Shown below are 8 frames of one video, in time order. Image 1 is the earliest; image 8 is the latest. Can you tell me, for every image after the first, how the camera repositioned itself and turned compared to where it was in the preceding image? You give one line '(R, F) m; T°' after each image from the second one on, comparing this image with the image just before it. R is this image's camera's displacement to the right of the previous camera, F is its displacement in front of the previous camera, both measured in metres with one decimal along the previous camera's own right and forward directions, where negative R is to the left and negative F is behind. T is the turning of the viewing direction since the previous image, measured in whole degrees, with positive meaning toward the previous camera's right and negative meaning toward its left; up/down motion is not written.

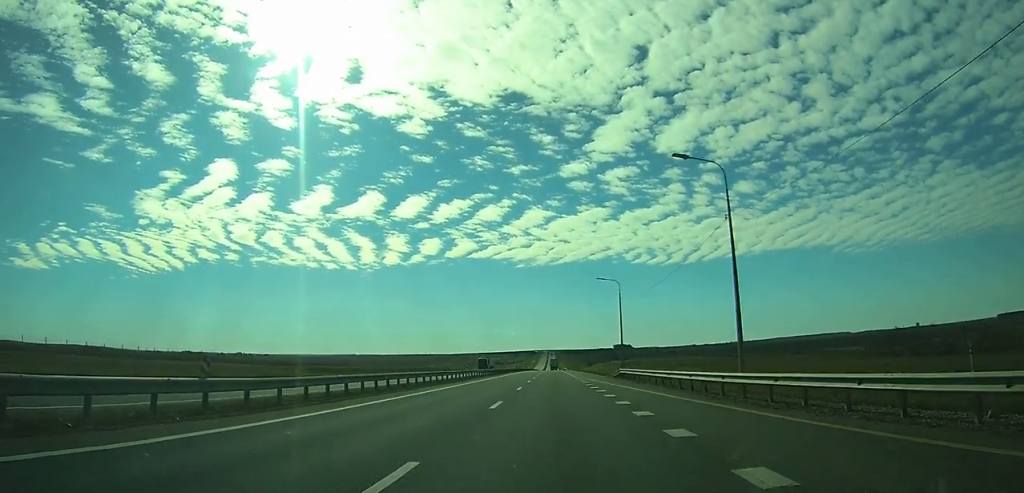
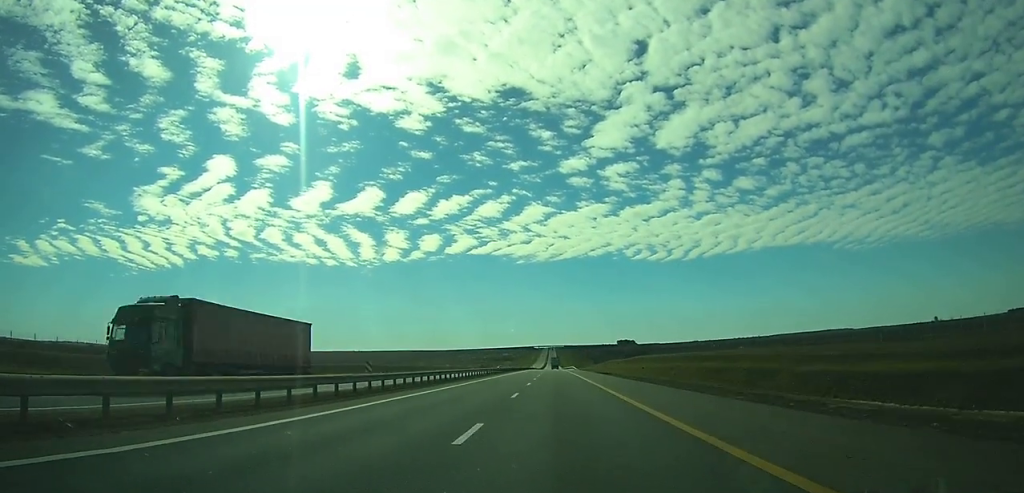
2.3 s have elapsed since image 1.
(+0.1, +67.2) m; 0°
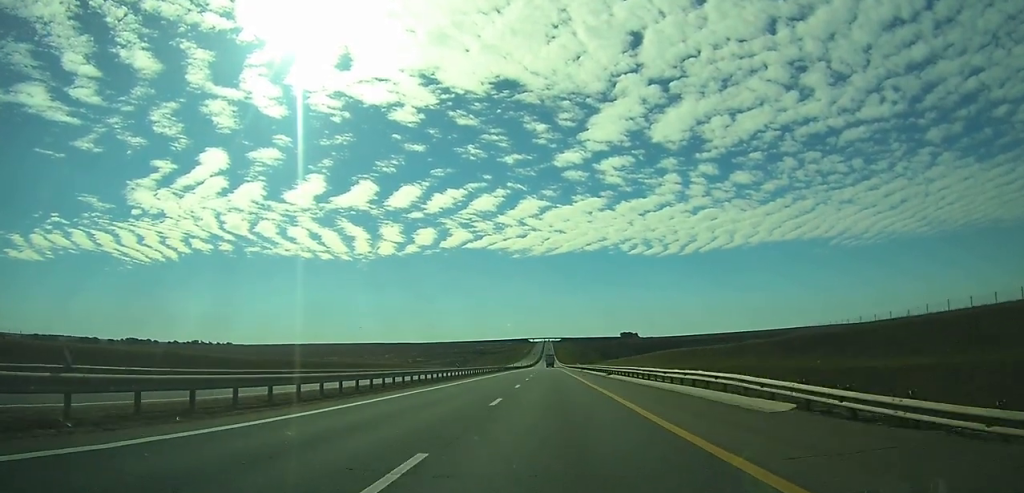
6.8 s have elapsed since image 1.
(+0.4, +135.4) m; 0°
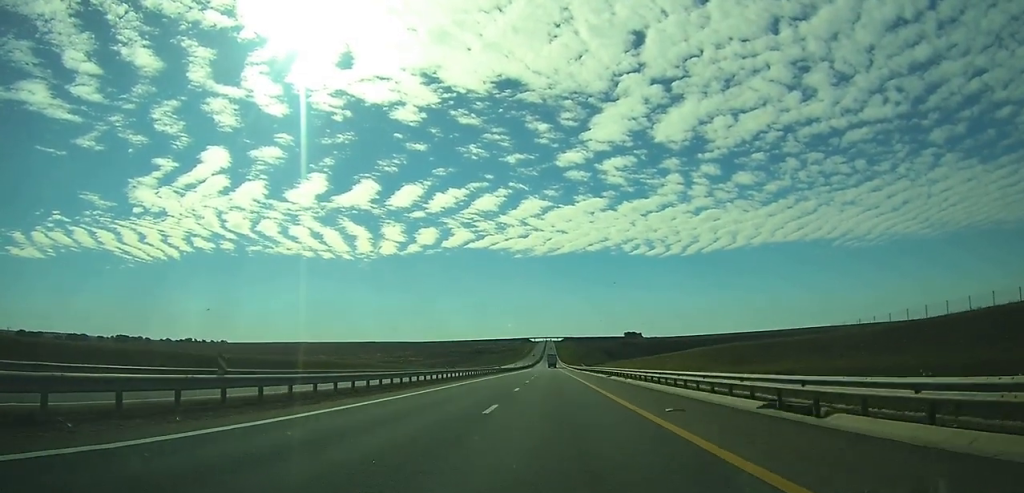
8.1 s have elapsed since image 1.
(0.0, +38.2) m; 0°
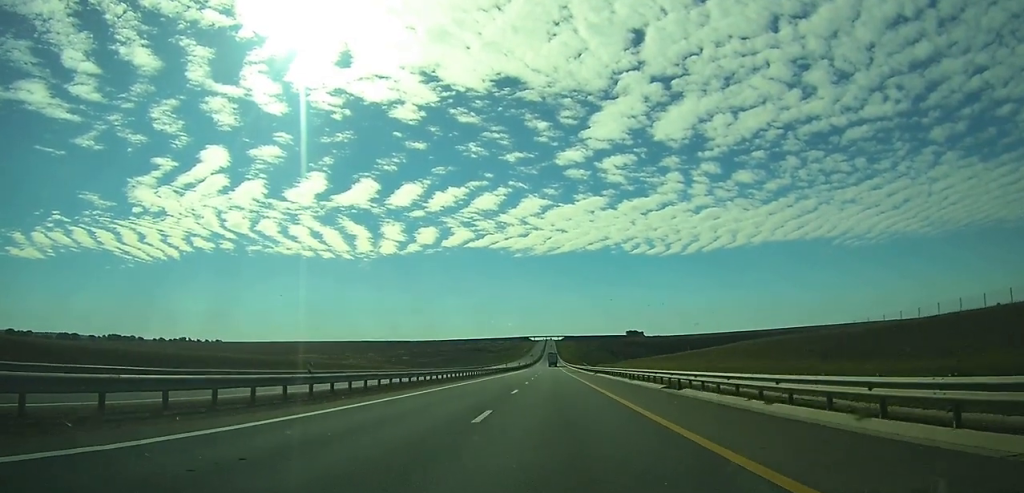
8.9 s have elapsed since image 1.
(0.0, +26.3) m; 0°
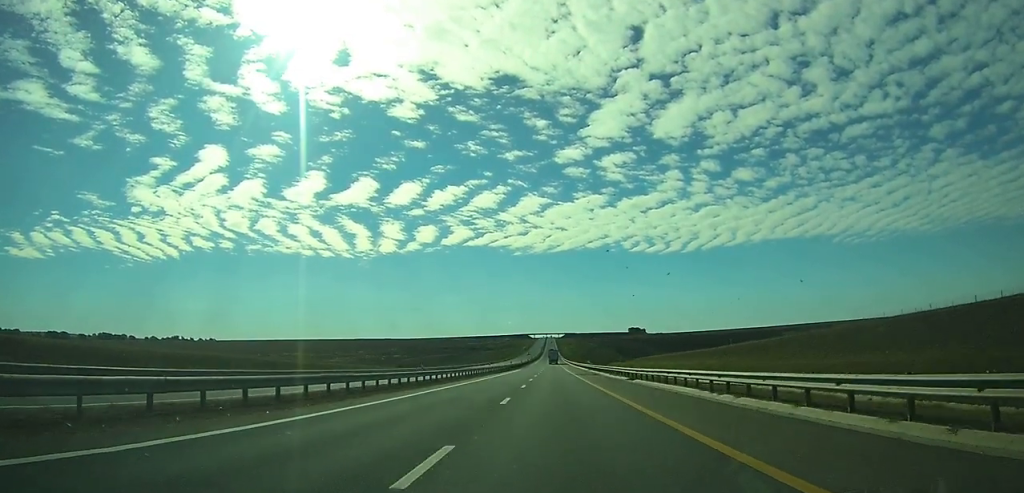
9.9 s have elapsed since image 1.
(0.0, +30.5) m; 0°
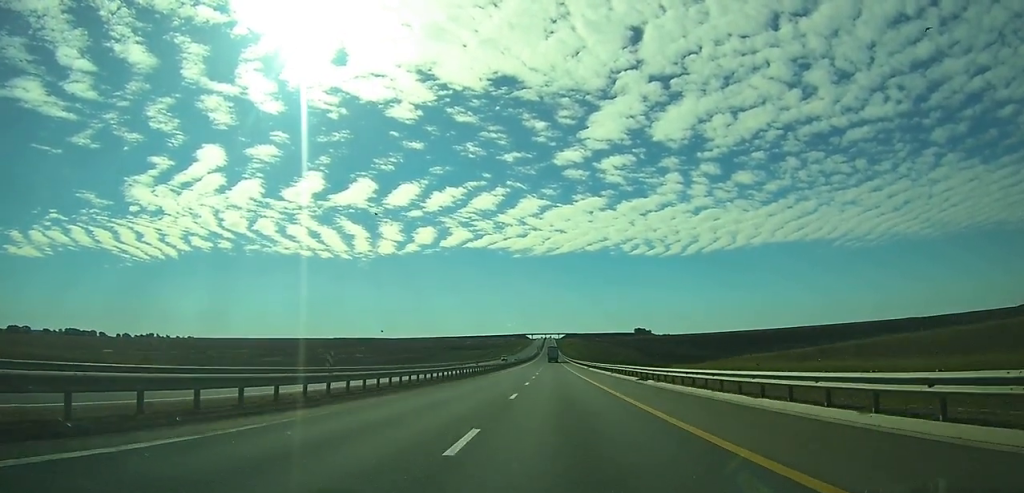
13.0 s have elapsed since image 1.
(0.0, +93.9) m; 0°
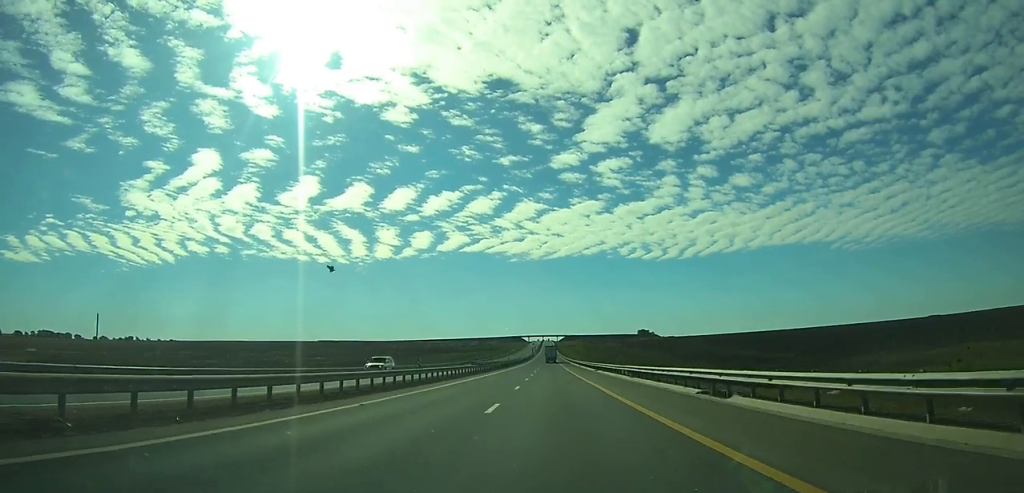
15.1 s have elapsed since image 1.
(-0.1, +65.7) m; 0°
